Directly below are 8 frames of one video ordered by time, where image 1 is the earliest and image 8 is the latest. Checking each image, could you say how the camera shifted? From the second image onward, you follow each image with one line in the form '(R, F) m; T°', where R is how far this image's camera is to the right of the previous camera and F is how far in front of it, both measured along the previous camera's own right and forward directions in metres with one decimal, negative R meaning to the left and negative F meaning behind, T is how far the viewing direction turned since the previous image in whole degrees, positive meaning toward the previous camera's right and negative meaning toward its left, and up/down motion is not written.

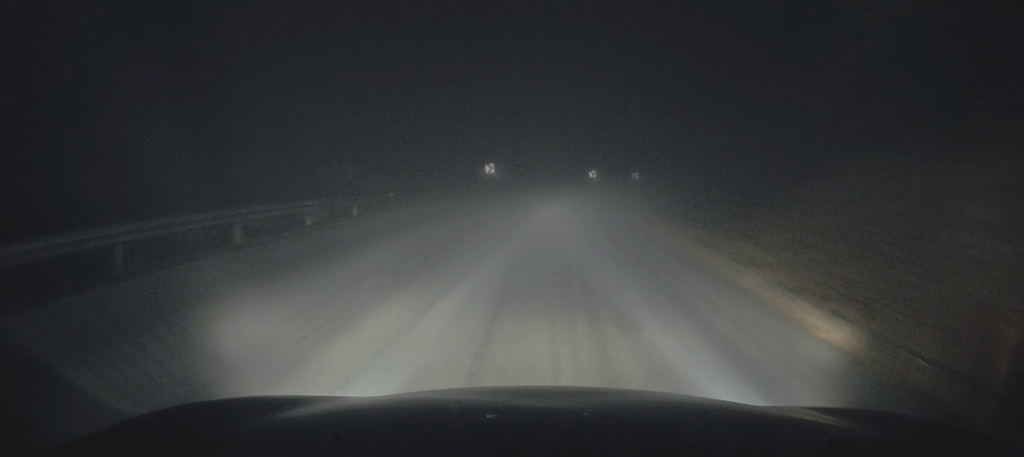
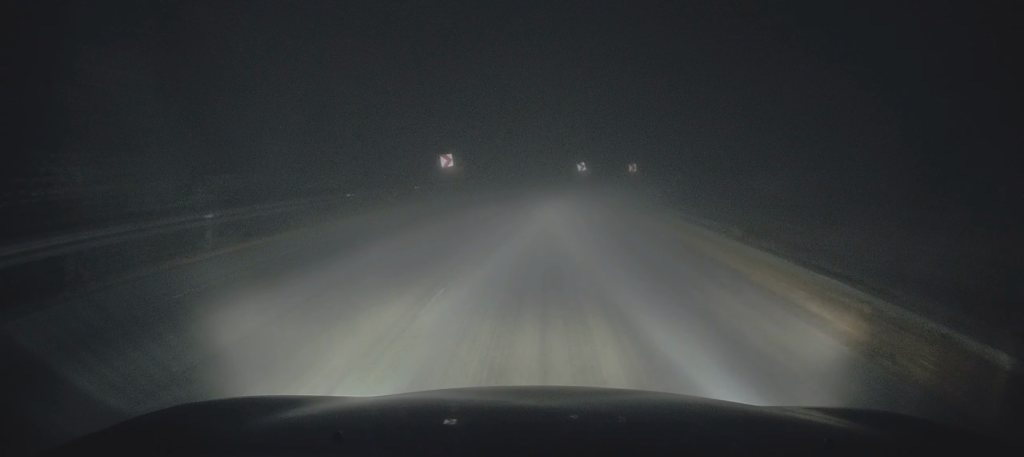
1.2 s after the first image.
(+0.4, +11.6) m; +4°
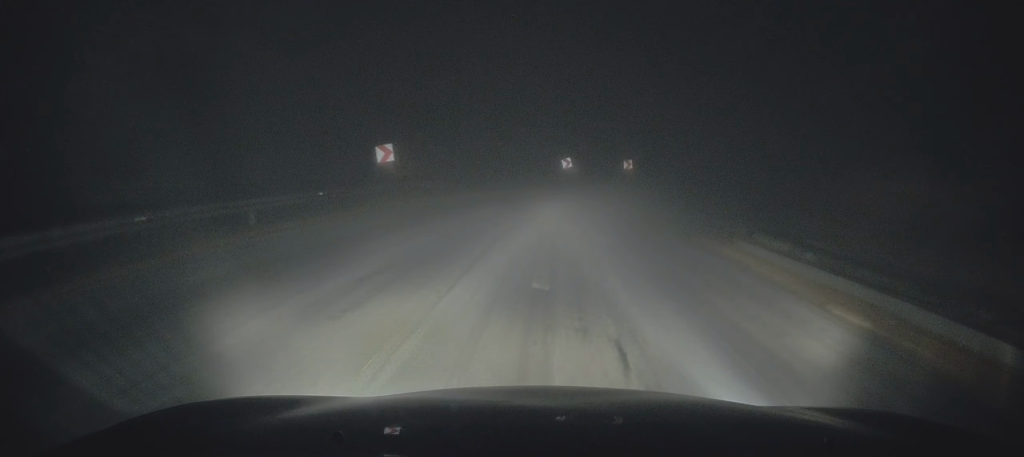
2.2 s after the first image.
(+0.2, +9.1) m; +5°
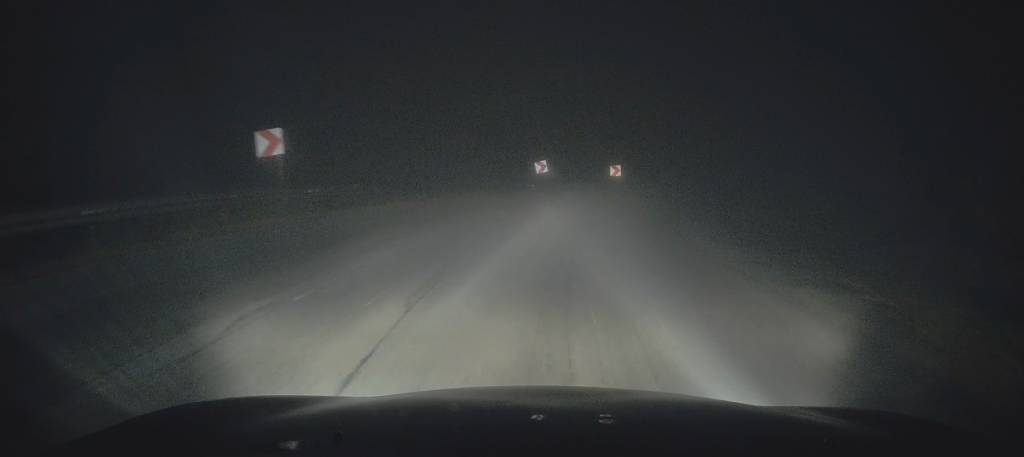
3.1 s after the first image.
(+0.5, +8.0) m; +4°
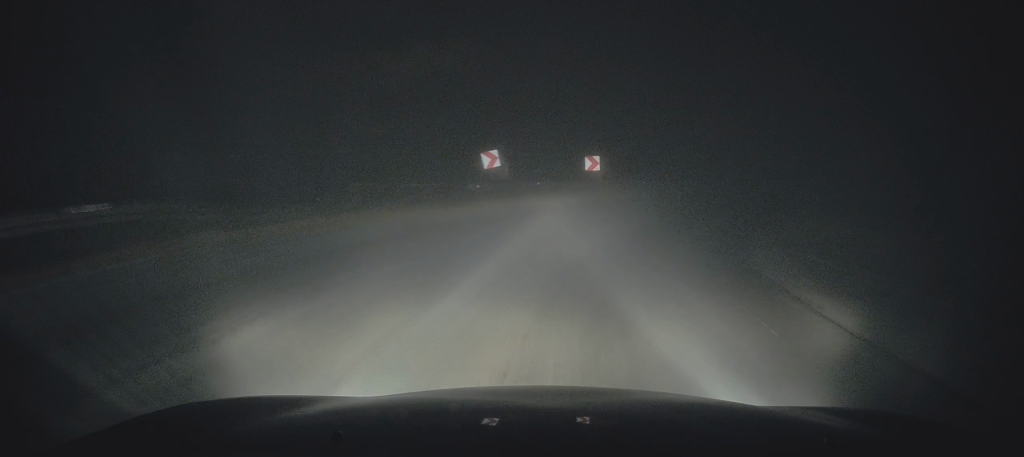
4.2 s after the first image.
(+0.2, +9.6) m; +4°
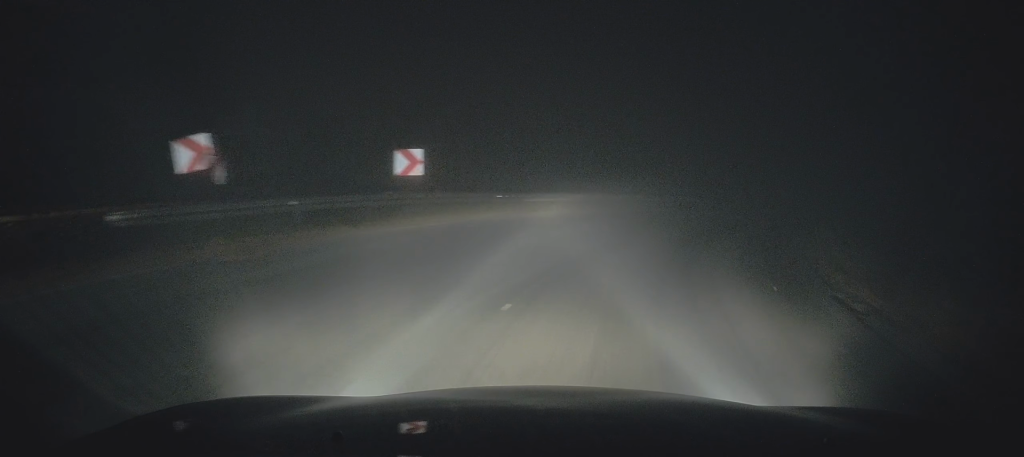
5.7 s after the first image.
(+1.3, +12.0) m; +15°
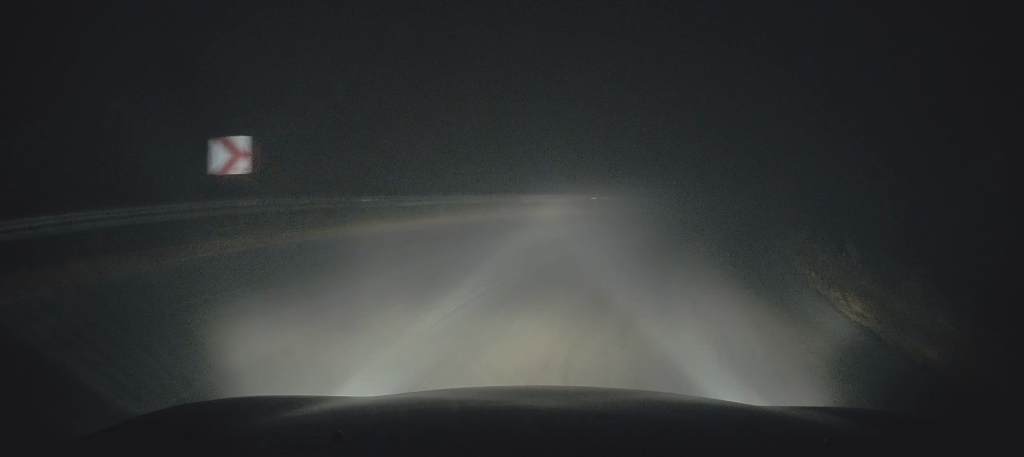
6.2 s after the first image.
(+0.1, +4.5) m; +7°
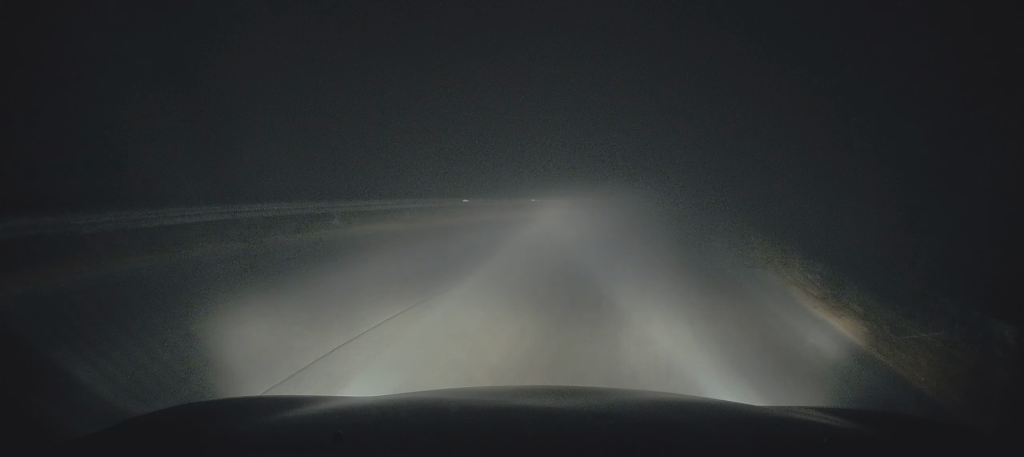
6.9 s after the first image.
(+0.7, +5.8) m; +10°
